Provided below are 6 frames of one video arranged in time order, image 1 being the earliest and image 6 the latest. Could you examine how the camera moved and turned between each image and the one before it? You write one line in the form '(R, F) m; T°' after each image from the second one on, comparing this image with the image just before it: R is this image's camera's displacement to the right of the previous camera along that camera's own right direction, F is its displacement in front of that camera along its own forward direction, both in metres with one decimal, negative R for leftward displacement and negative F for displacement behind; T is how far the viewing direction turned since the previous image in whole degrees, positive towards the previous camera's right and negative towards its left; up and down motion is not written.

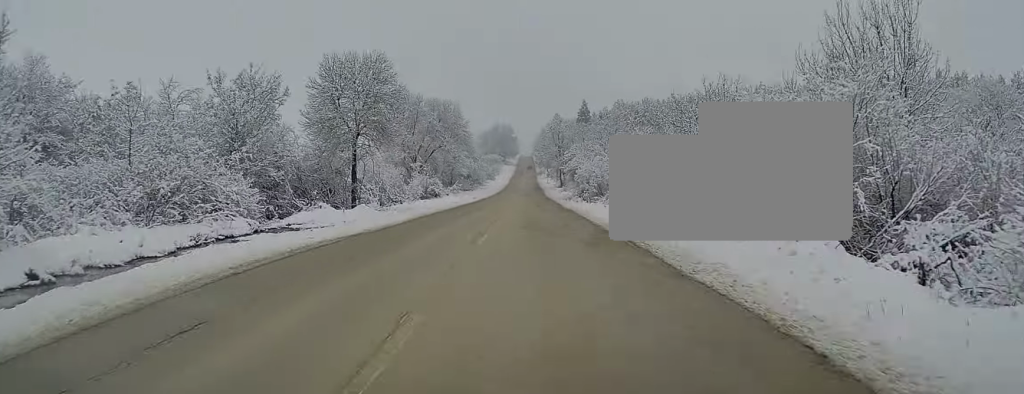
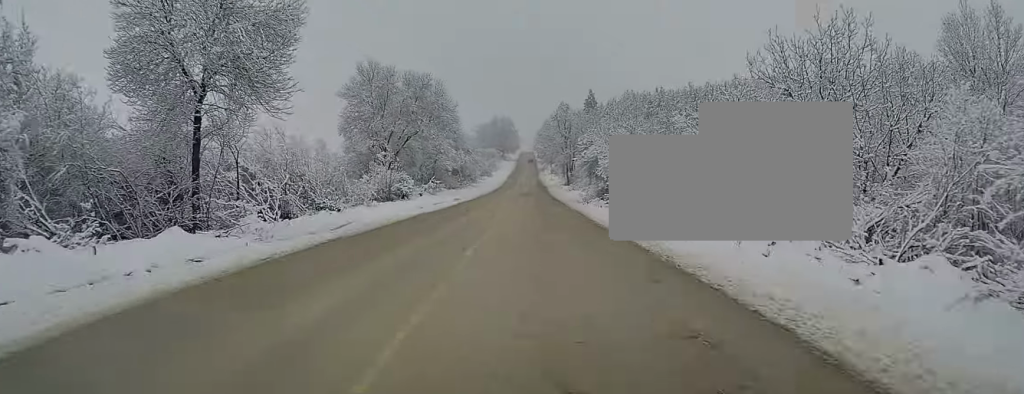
(+0.1, +20.1) m; 0°
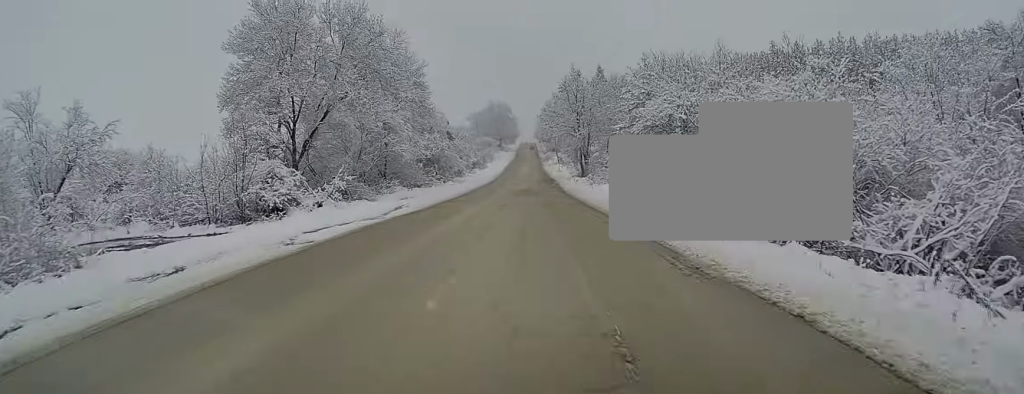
(-0.3, +28.6) m; -1°
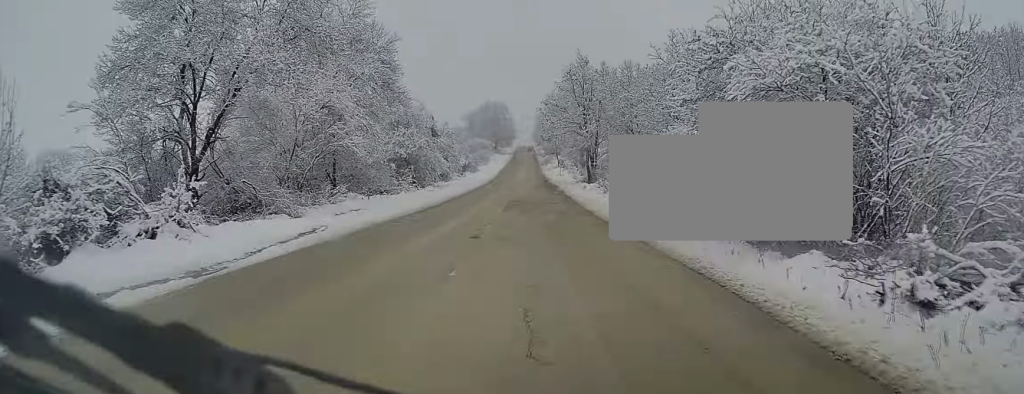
(-0.1, +13.5) m; 0°
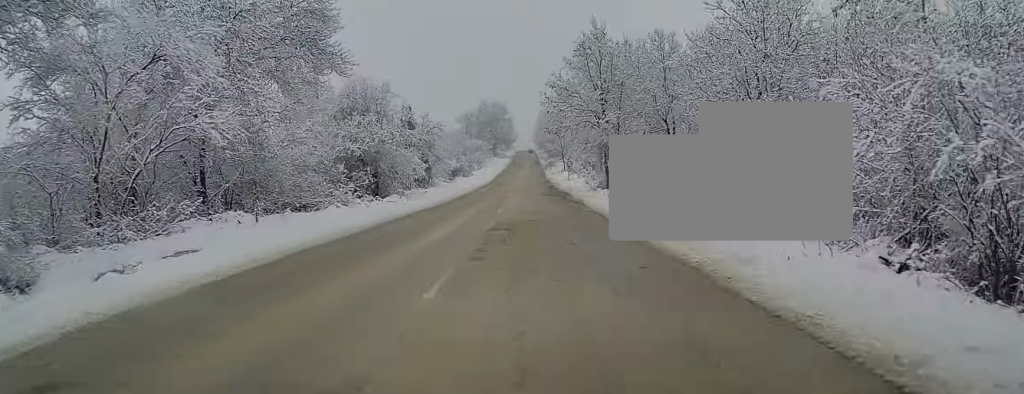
(+0.1, +17.1) m; 0°
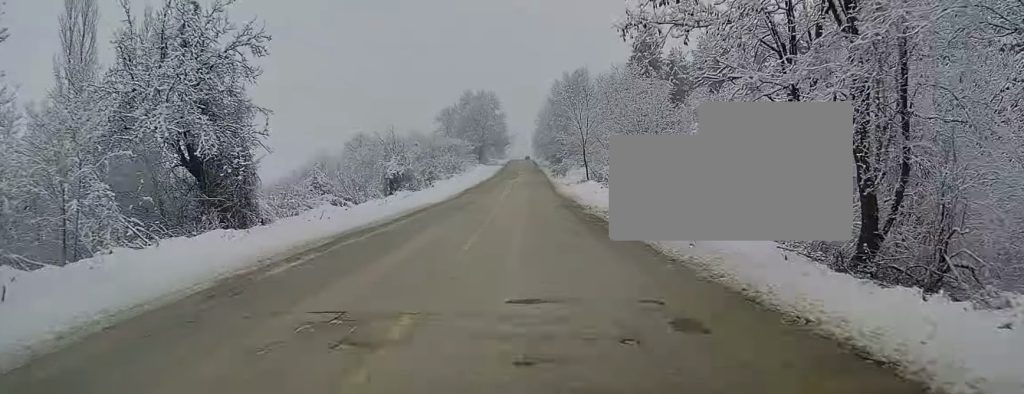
(0.0, +45.8) m; 0°
